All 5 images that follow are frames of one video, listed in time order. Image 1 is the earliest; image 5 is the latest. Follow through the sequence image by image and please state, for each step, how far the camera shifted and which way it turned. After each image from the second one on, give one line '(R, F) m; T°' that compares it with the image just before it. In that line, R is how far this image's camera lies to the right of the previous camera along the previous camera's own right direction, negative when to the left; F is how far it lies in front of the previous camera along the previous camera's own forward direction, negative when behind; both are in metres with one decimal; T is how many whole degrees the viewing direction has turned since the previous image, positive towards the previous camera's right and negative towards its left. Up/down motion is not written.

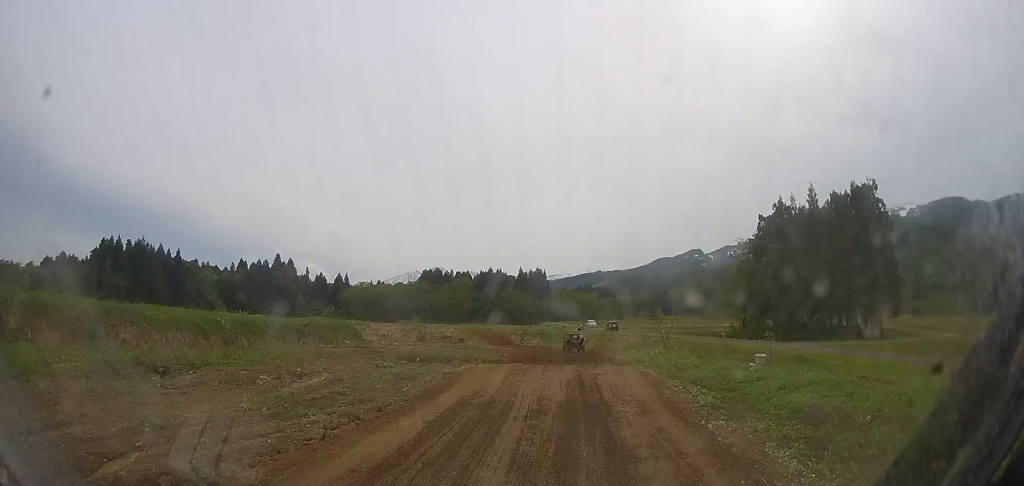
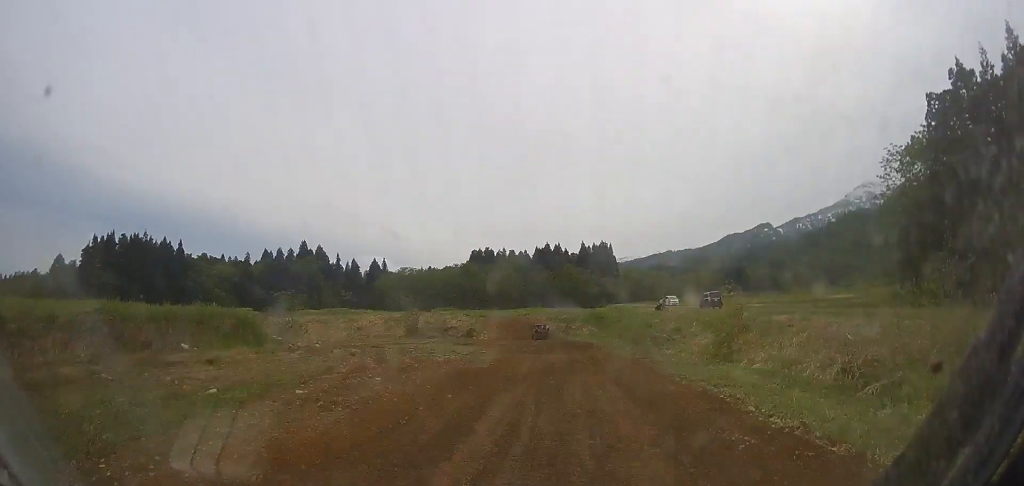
(-5.6, +34.1) m; -21°
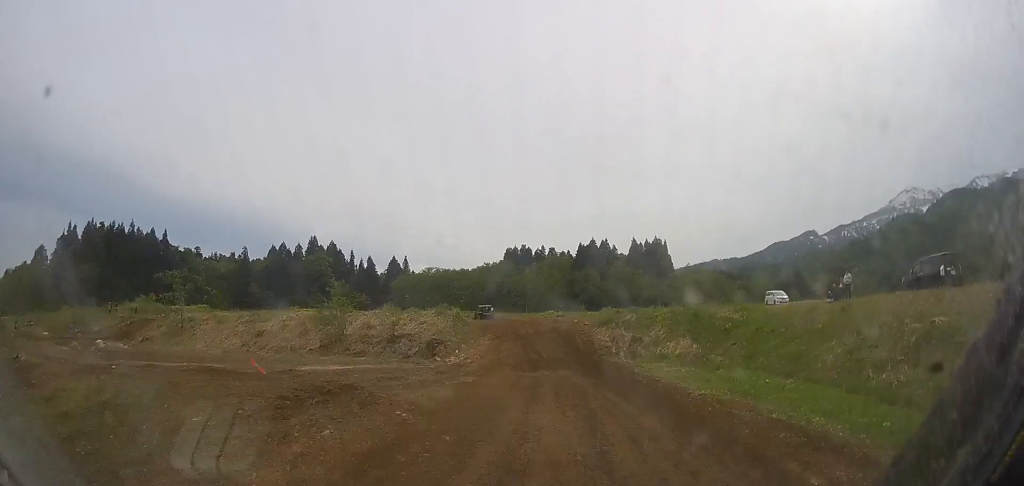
(-0.3, +30.0) m; 0°
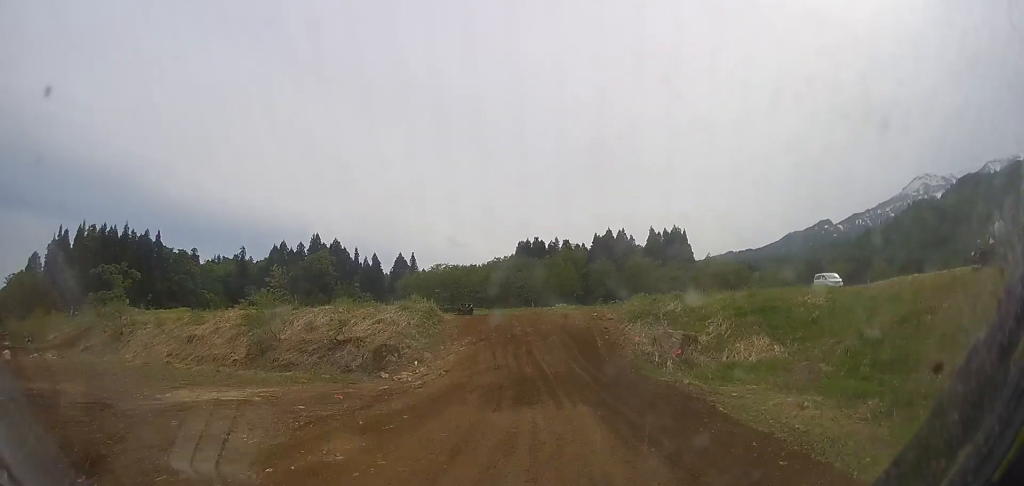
(0.0, +9.6) m; 0°
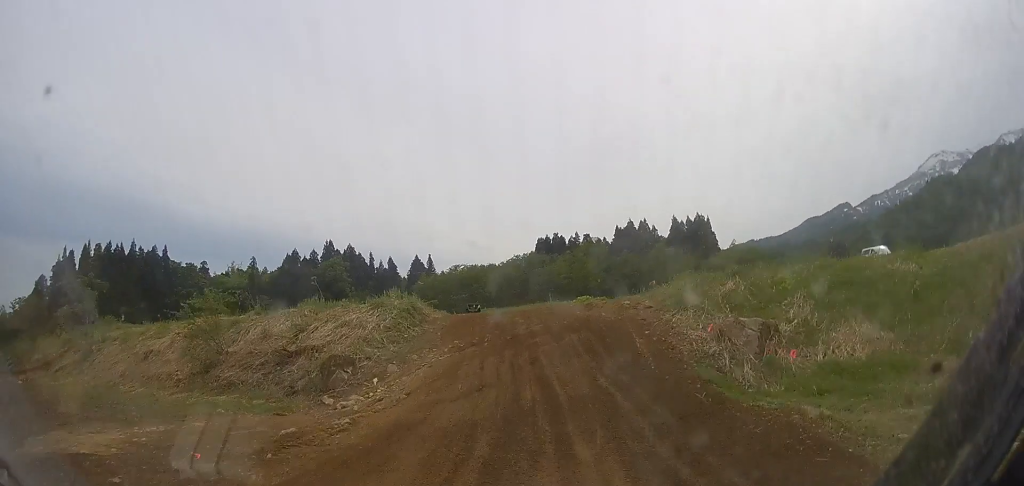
(0.0, +5.5) m; 0°
